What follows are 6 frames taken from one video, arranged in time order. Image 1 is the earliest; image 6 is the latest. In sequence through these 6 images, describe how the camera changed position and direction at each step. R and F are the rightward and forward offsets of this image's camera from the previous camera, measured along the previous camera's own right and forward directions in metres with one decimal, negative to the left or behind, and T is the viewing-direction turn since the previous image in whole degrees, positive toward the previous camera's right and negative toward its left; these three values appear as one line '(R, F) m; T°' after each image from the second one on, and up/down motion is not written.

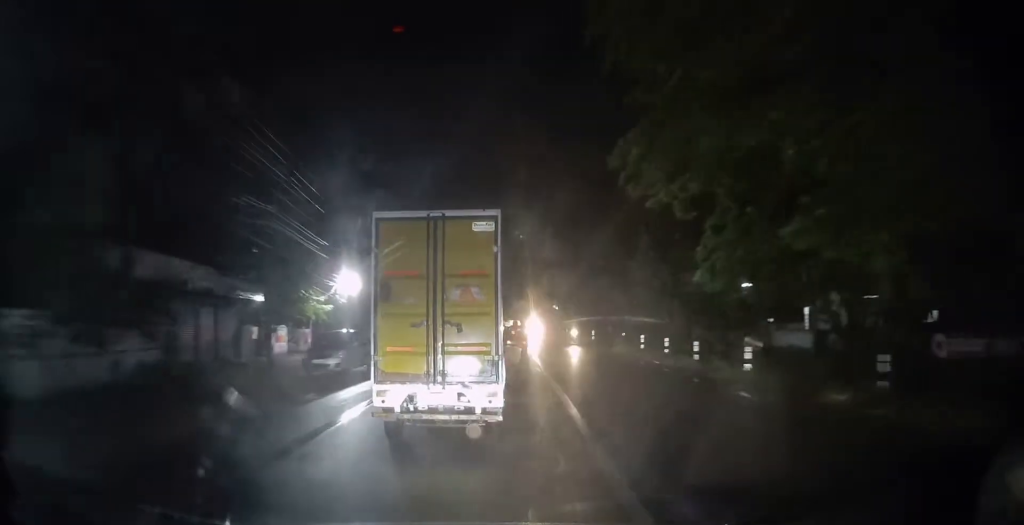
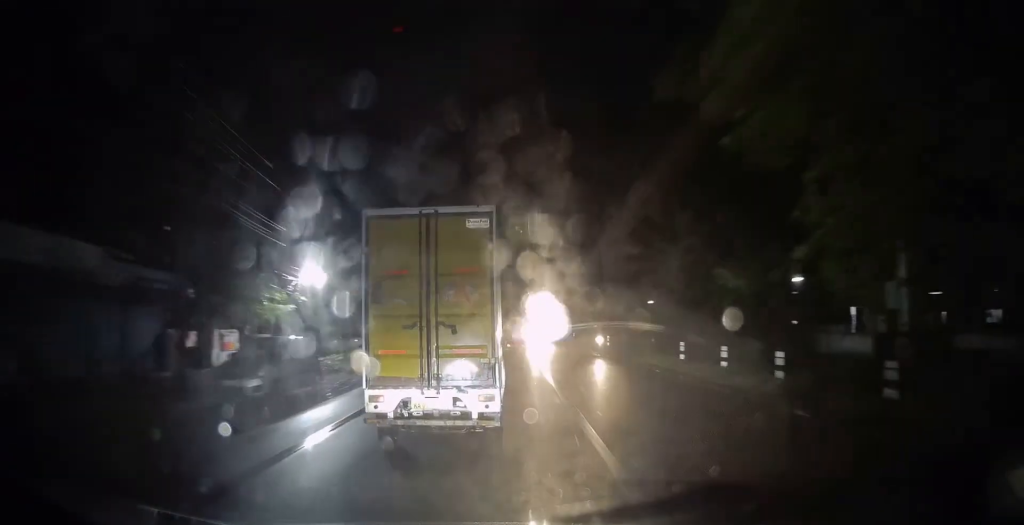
(+0.1, +7.0) m; 0°
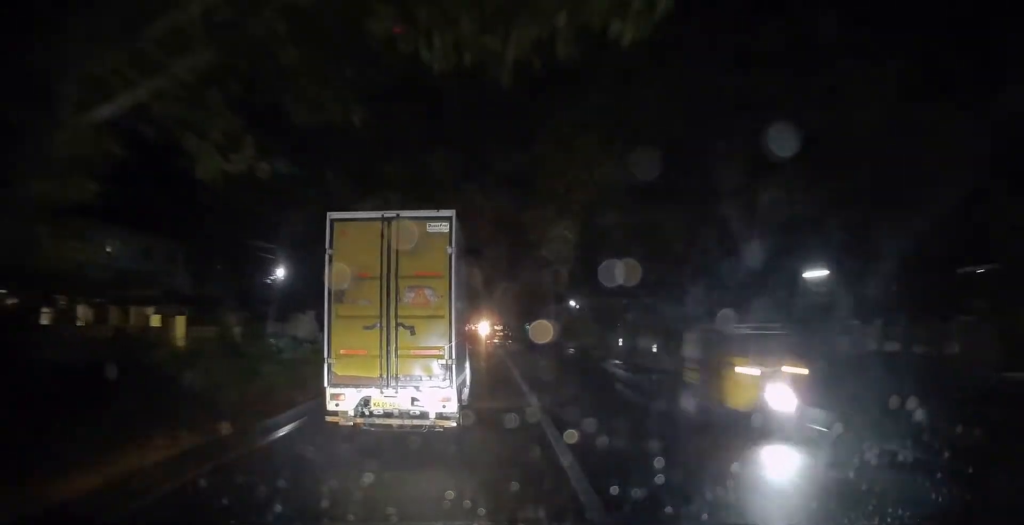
(+0.2, +35.4) m; -1°
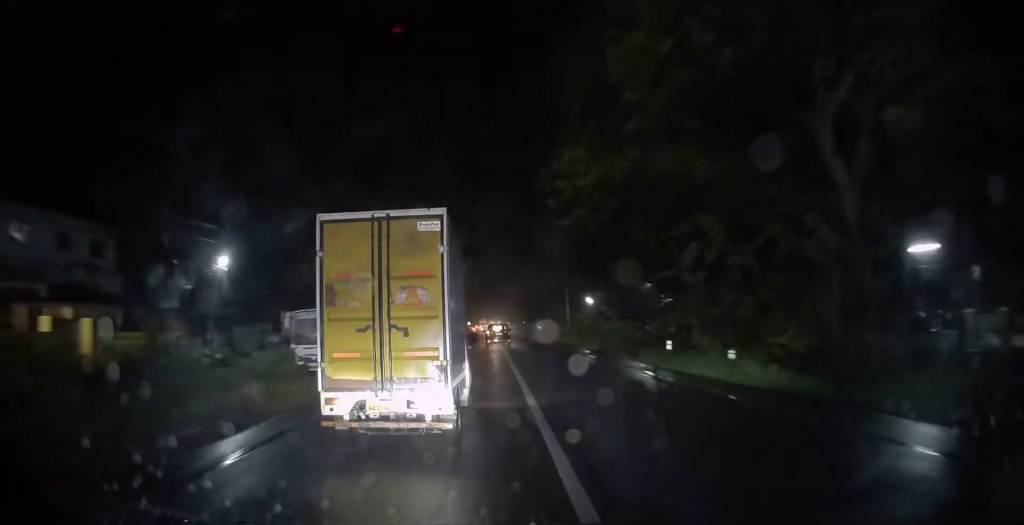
(0.0, +7.8) m; -1°
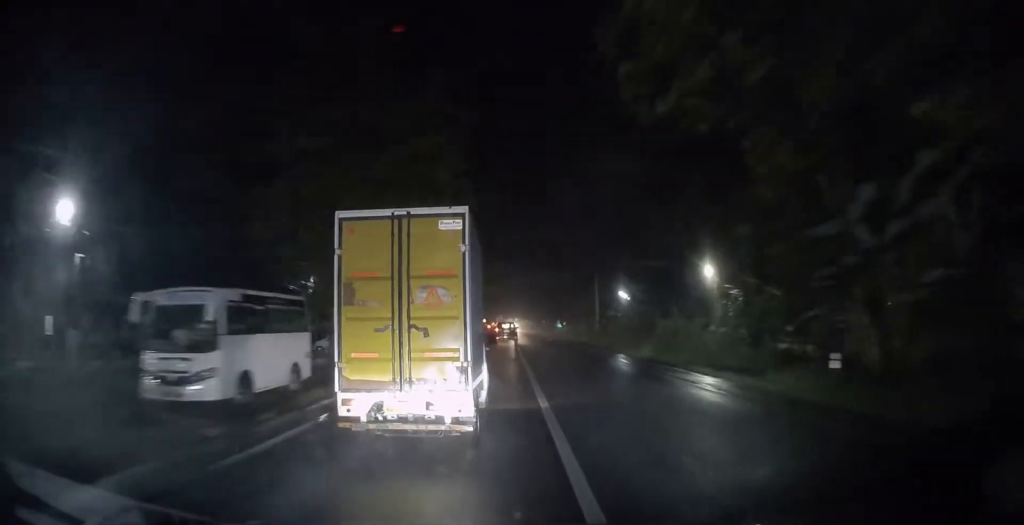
(0.0, +11.4) m; -1°
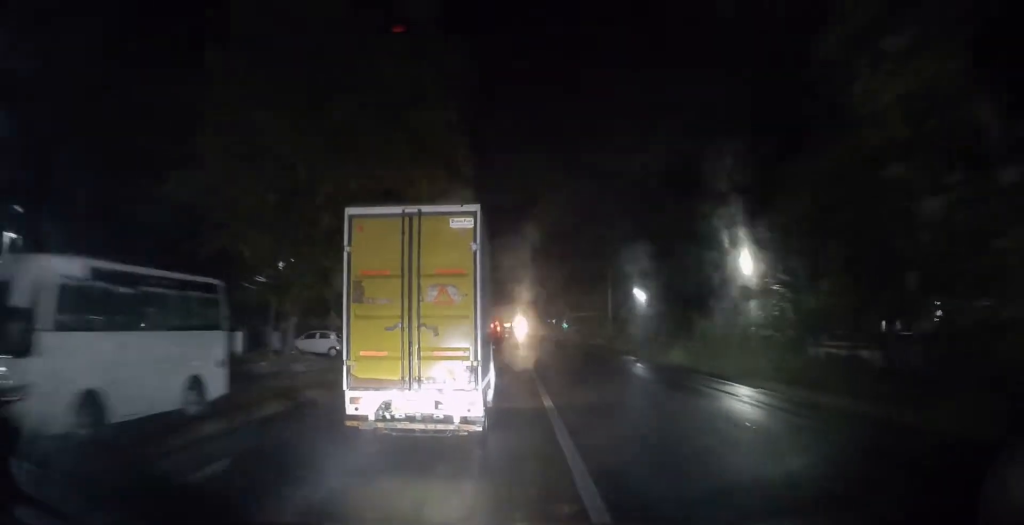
(-0.2, +5.8) m; 0°
